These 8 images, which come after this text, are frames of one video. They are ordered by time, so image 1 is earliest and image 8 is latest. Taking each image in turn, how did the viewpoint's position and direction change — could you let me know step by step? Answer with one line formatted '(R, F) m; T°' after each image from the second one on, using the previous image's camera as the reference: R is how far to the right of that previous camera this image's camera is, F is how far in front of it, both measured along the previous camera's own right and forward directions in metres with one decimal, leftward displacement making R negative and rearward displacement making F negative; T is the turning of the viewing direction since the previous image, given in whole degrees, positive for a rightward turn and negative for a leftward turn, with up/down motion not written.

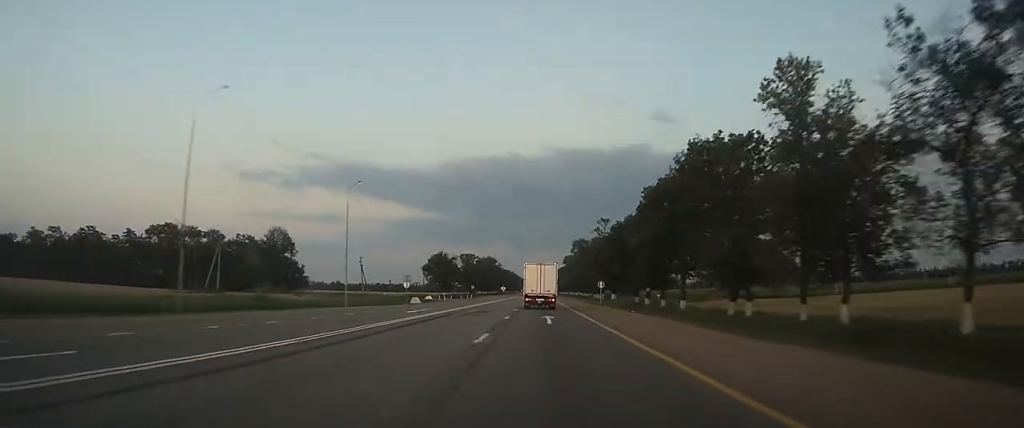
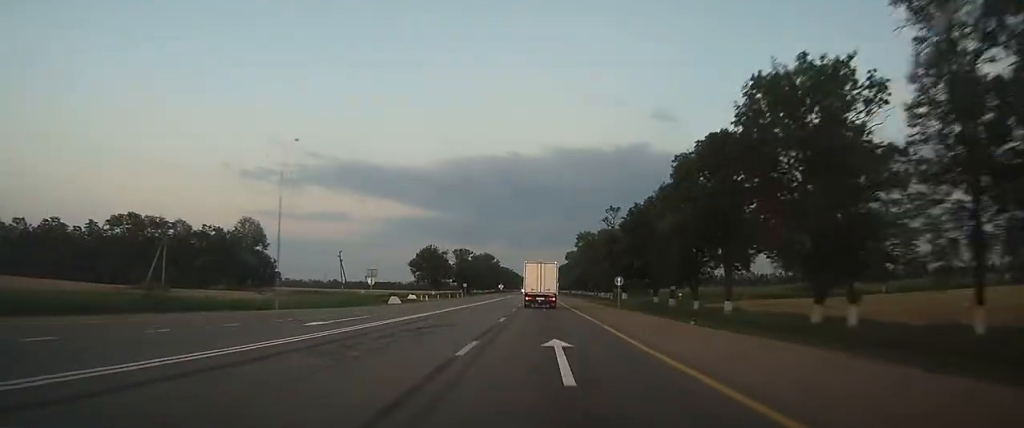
(0.0, +14.7) m; 0°
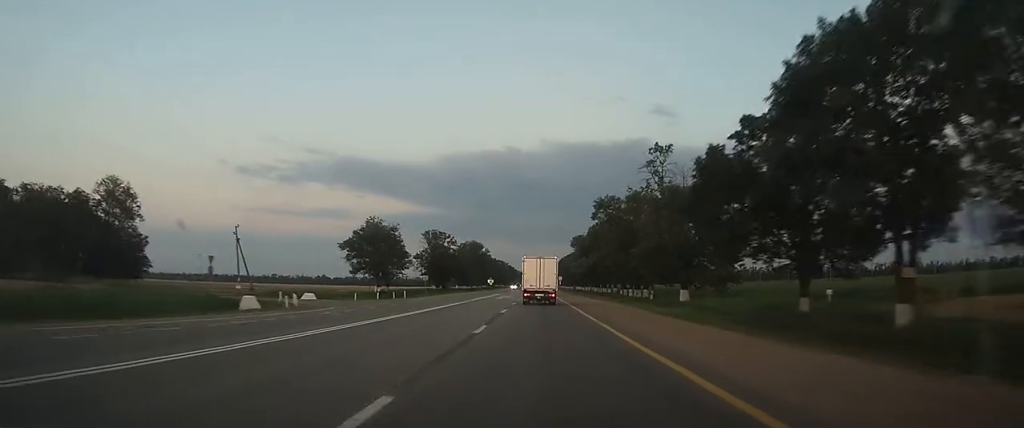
(+0.2, +43.1) m; 0°
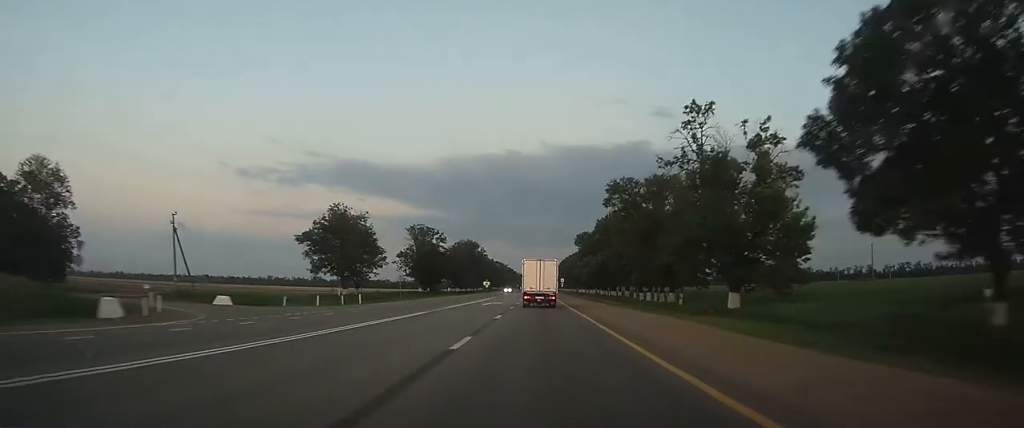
(0.0, +15.4) m; 0°
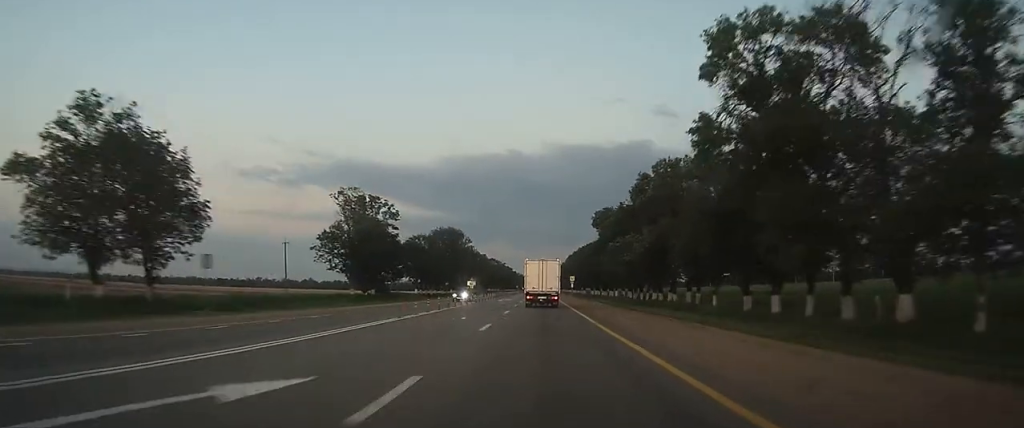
(-0.2, +42.3) m; 0°
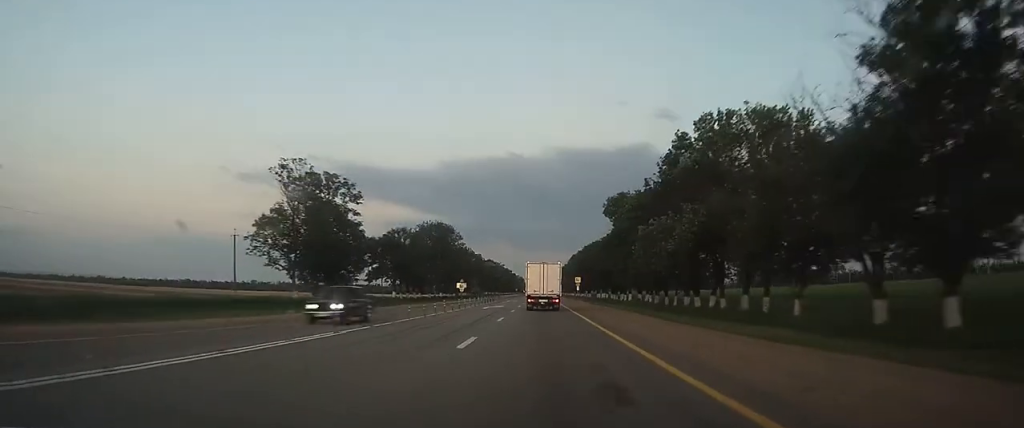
(0.0, +17.1) m; 0°
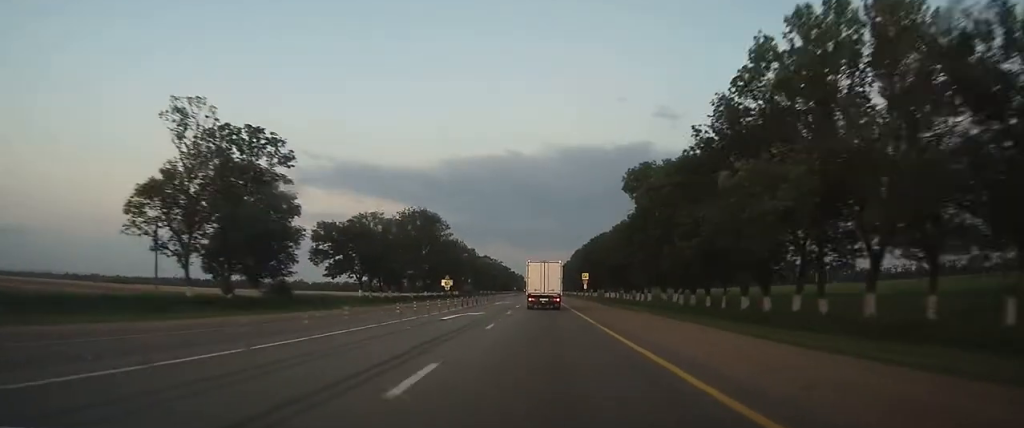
(0.0, +17.9) m; 0°
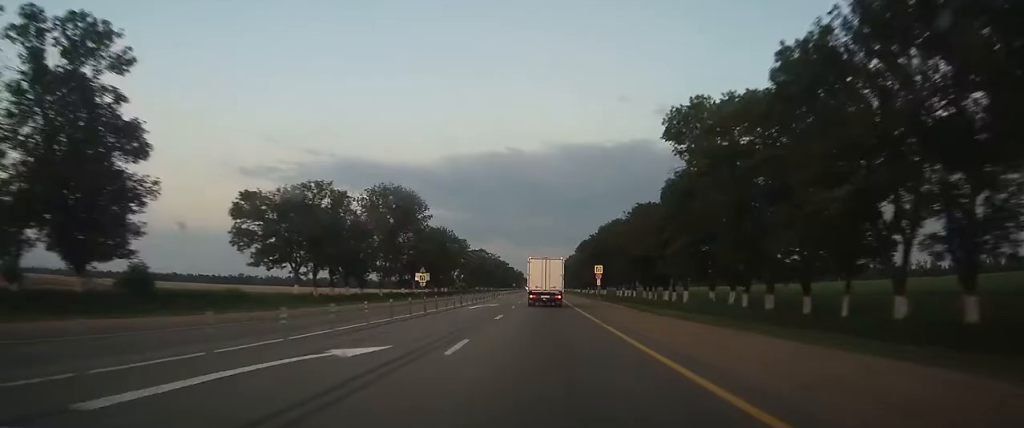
(0.0, +20.3) m; 0°
